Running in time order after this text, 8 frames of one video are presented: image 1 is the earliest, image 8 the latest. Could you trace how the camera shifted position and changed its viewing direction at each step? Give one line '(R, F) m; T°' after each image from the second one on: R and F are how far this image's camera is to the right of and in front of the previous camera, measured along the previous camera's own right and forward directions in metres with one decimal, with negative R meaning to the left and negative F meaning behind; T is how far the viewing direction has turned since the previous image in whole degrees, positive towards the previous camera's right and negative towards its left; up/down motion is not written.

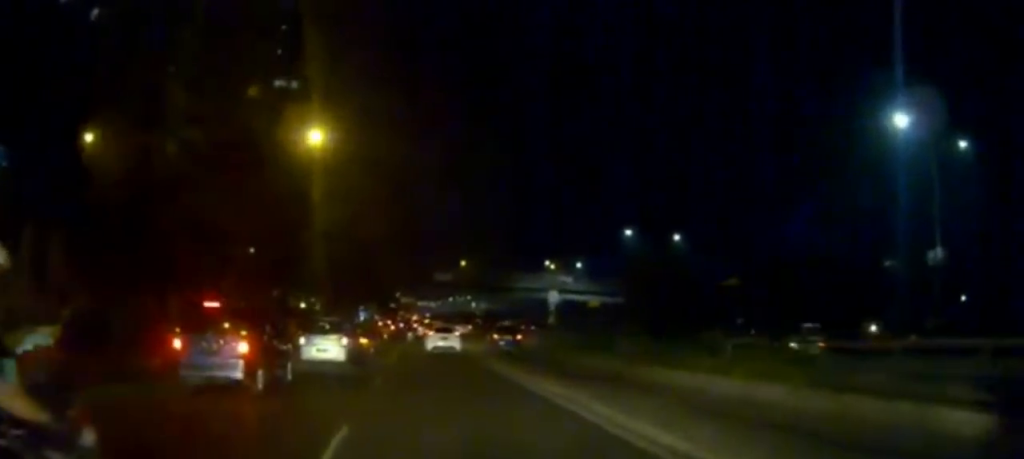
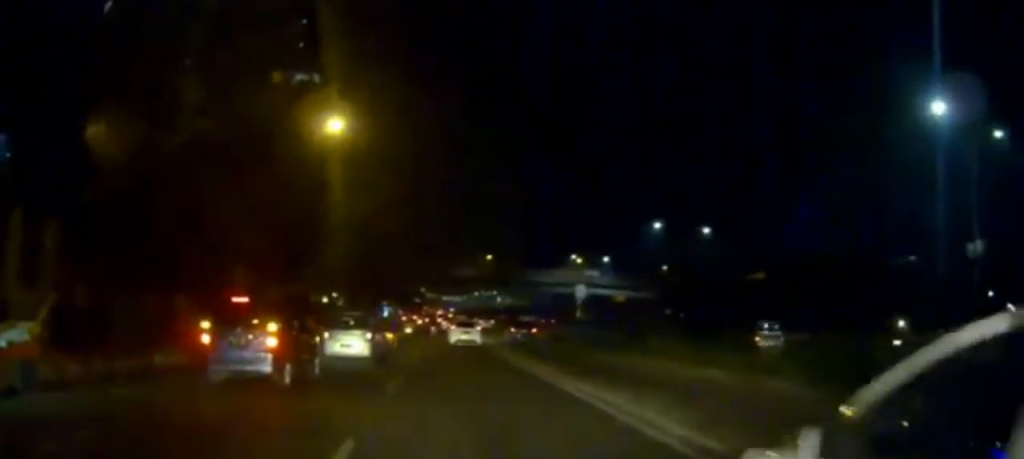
(0.0, +1.6) m; -2°
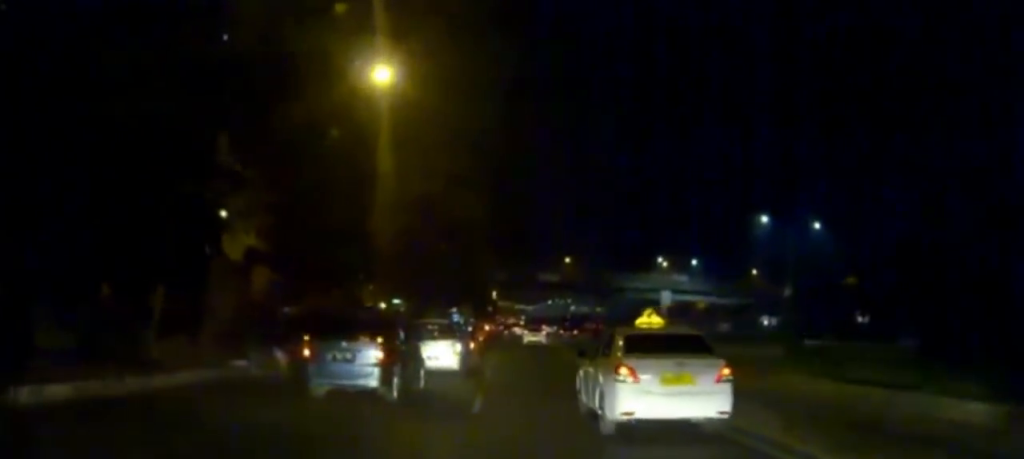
(-0.7, +9.2) m; -9°
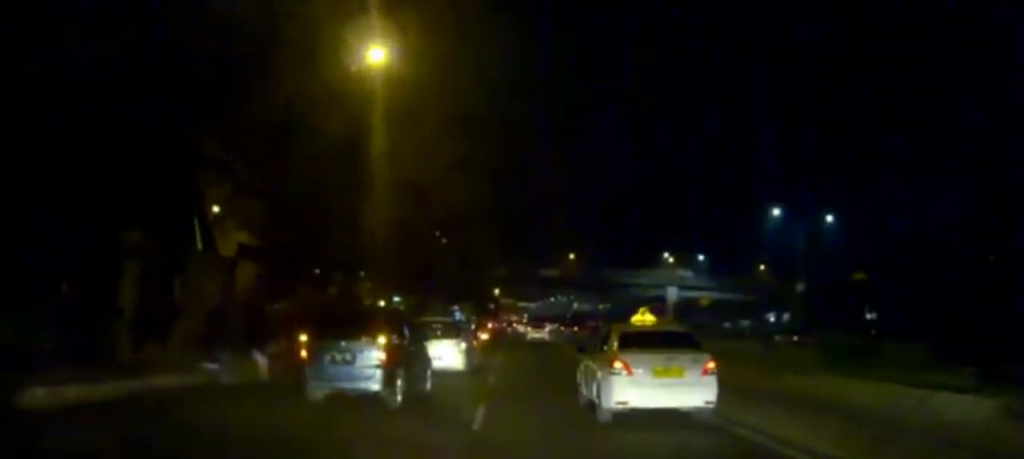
(0.0, +1.6) m; -1°
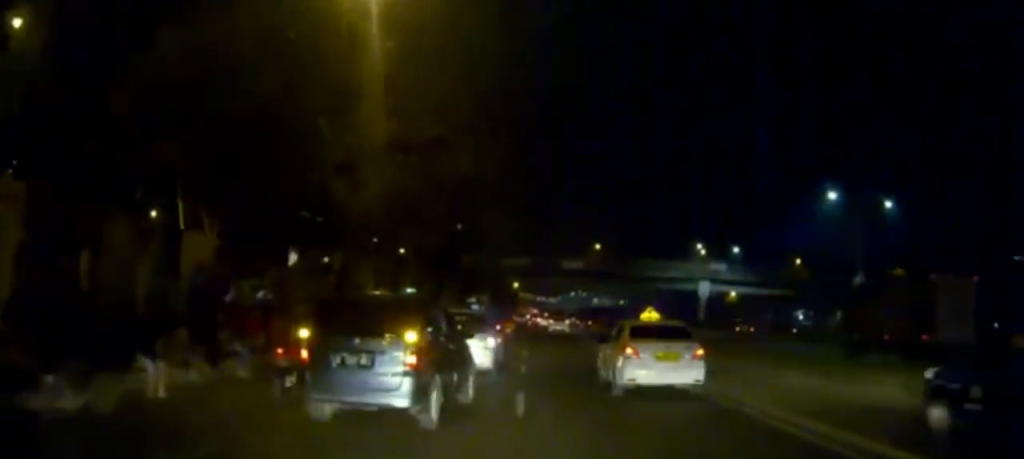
(0.0, +4.8) m; -1°
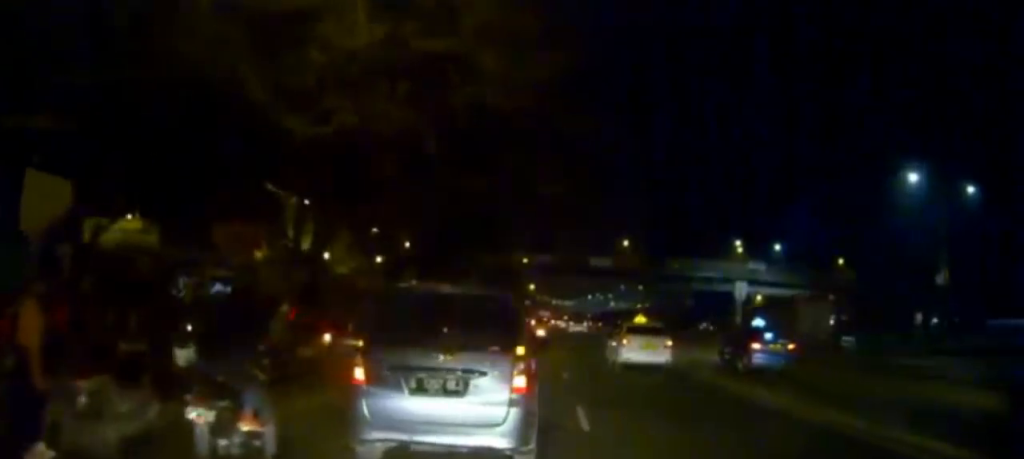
(0.0, +8.1) m; +1°
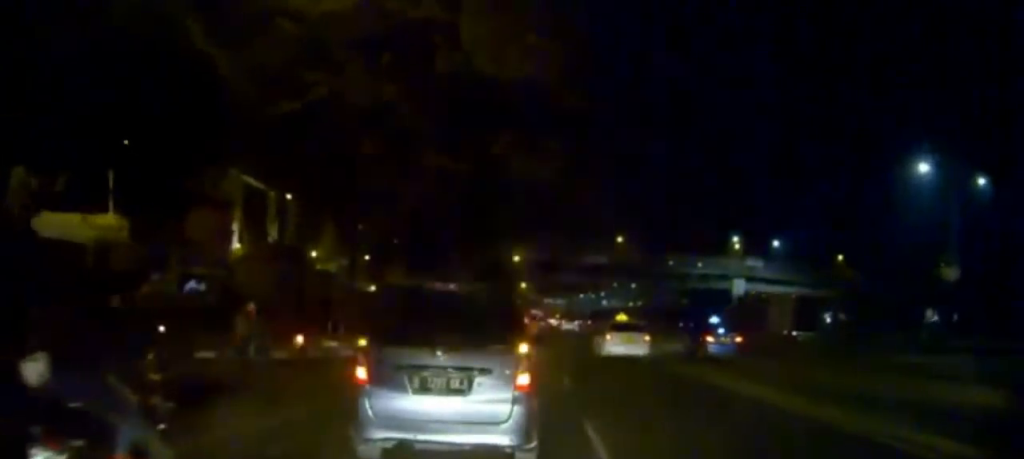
(0.0, +2.4) m; +1°
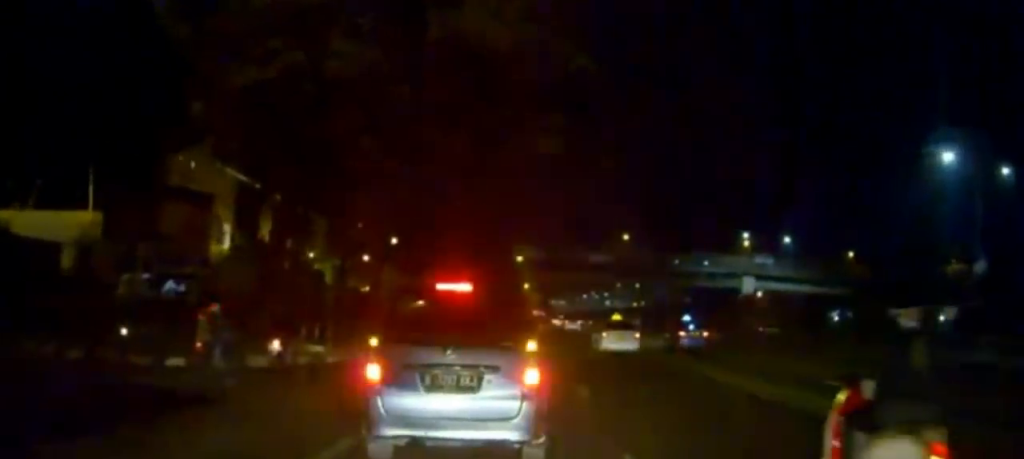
(+0.1, +2.8) m; +2°
